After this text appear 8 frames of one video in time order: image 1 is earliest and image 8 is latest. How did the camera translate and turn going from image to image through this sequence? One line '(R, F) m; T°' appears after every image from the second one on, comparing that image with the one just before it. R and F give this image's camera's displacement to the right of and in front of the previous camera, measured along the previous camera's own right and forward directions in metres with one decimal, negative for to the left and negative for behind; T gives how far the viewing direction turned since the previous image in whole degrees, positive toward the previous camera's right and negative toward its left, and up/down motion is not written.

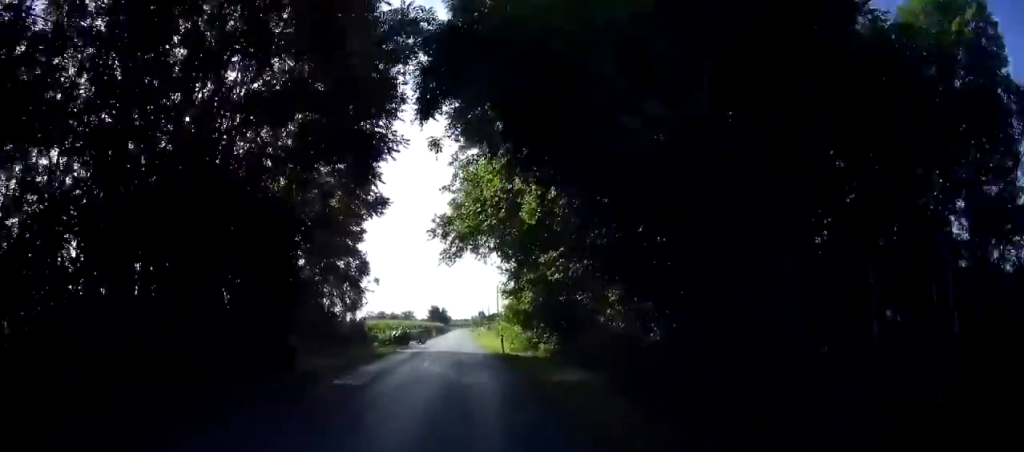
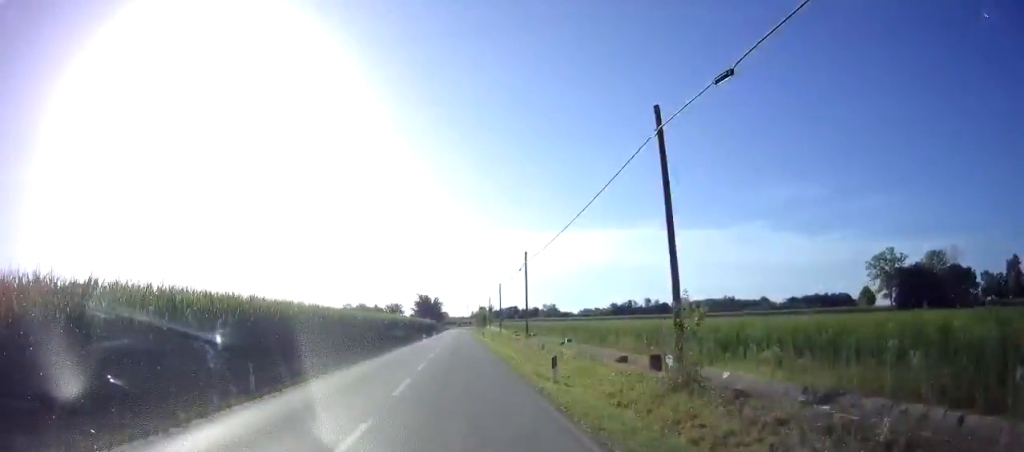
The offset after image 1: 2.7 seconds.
(+0.1, +57.8) m; 0°
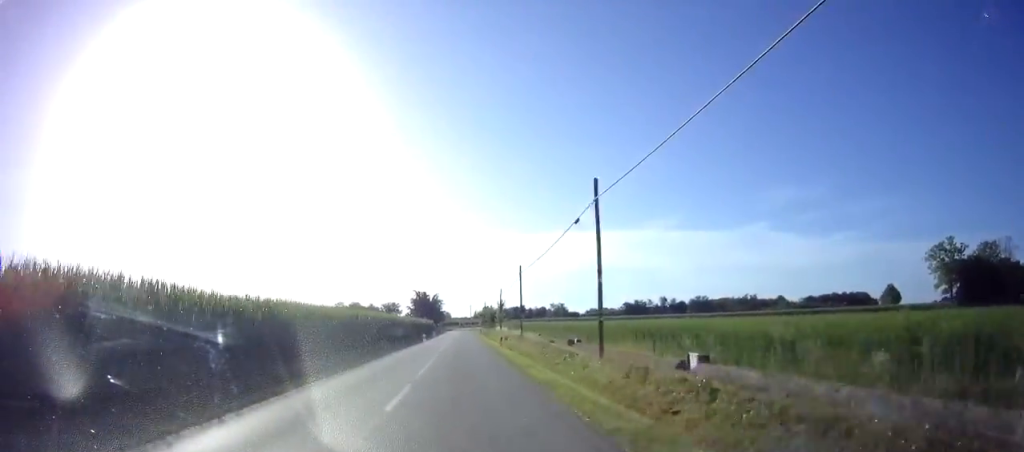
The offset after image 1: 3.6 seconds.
(0.0, +20.0) m; 0°
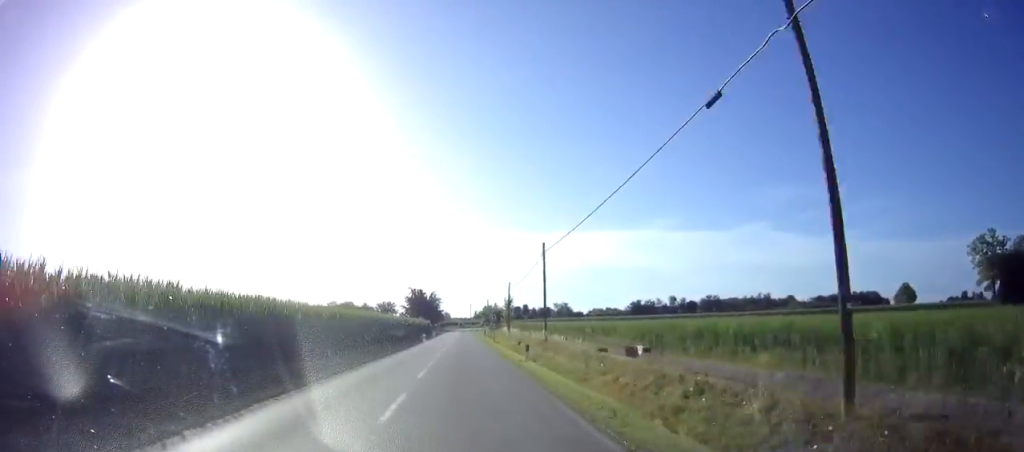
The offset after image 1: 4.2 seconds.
(-0.3, +12.9) m; 0°
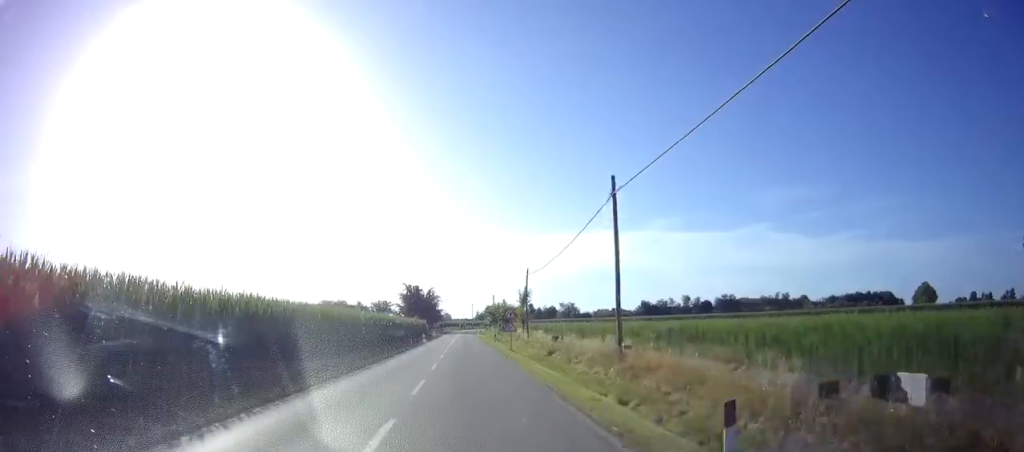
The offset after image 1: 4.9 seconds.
(+0.3, +15.1) m; +1°
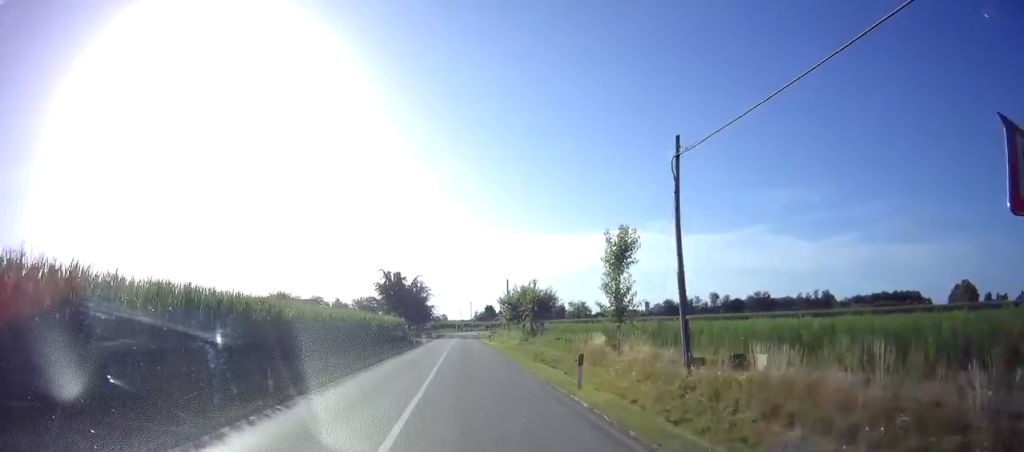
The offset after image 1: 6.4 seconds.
(+0.1, +32.2) m; 0°
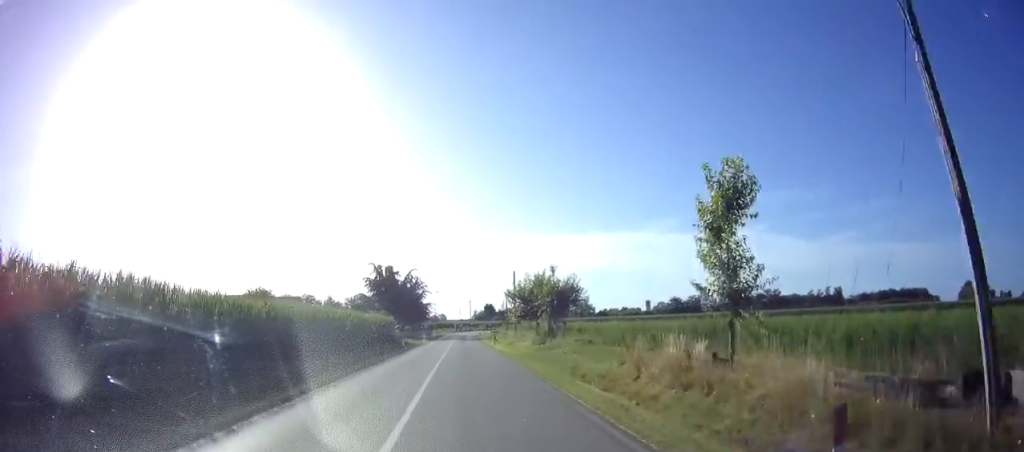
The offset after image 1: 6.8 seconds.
(0.0, +8.6) m; 0°
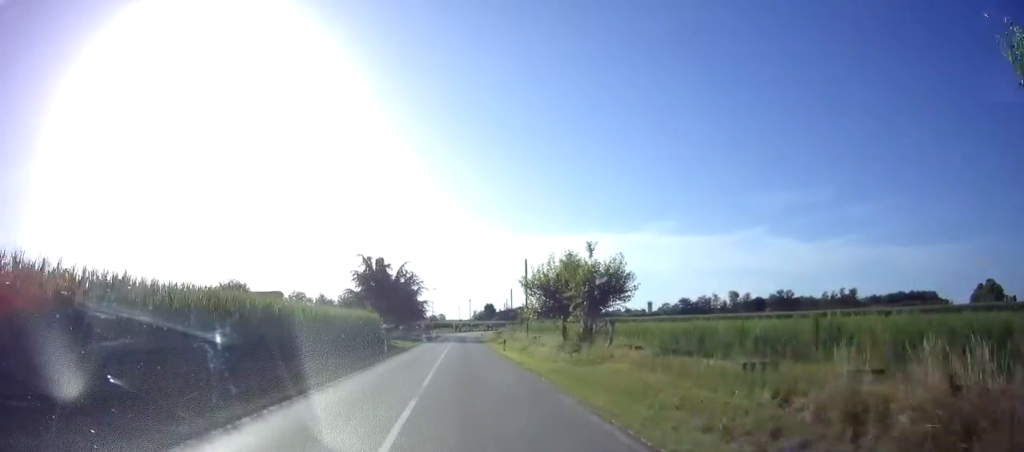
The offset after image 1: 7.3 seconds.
(0.0, +9.3) m; 0°
